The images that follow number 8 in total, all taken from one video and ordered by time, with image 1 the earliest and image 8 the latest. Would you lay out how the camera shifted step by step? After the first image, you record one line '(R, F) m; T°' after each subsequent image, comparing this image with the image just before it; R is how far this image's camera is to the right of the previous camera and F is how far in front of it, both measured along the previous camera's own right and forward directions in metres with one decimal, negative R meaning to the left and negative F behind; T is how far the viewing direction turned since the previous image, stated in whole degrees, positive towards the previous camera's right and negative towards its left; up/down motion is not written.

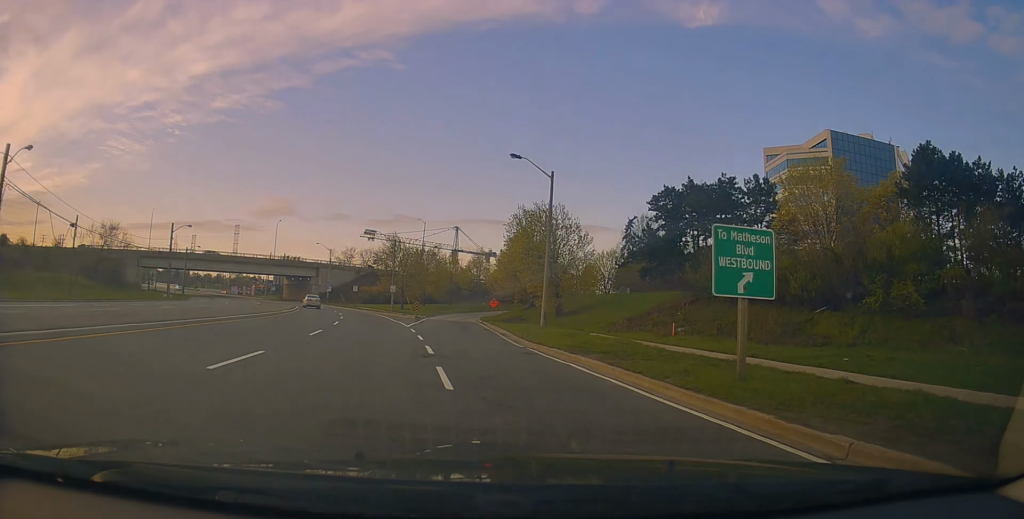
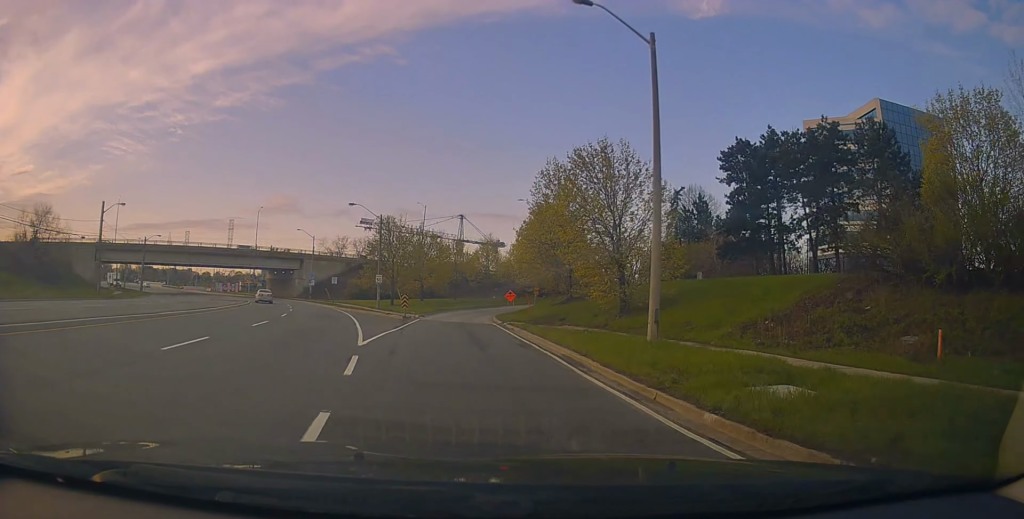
(+0.3, +16.7) m; 0°
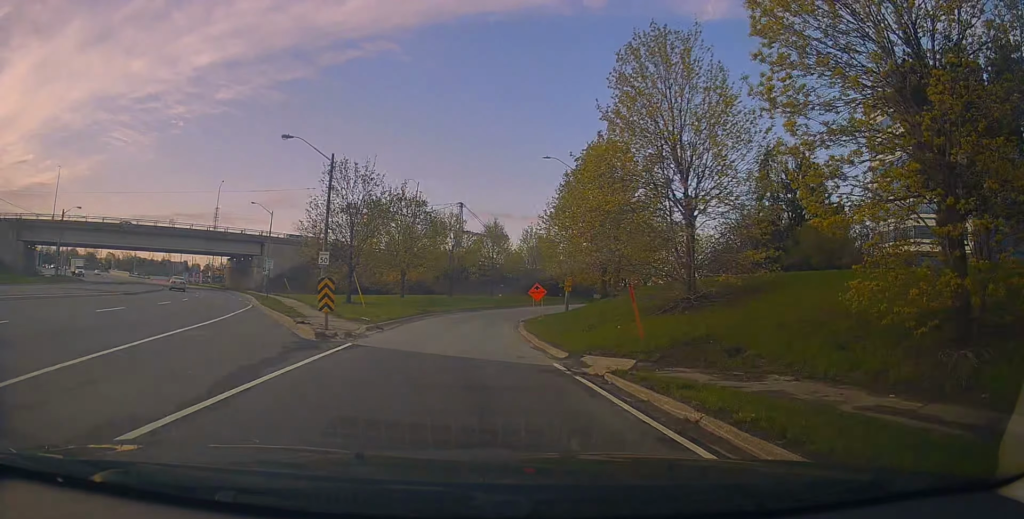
(-0.3, +21.6) m; 0°
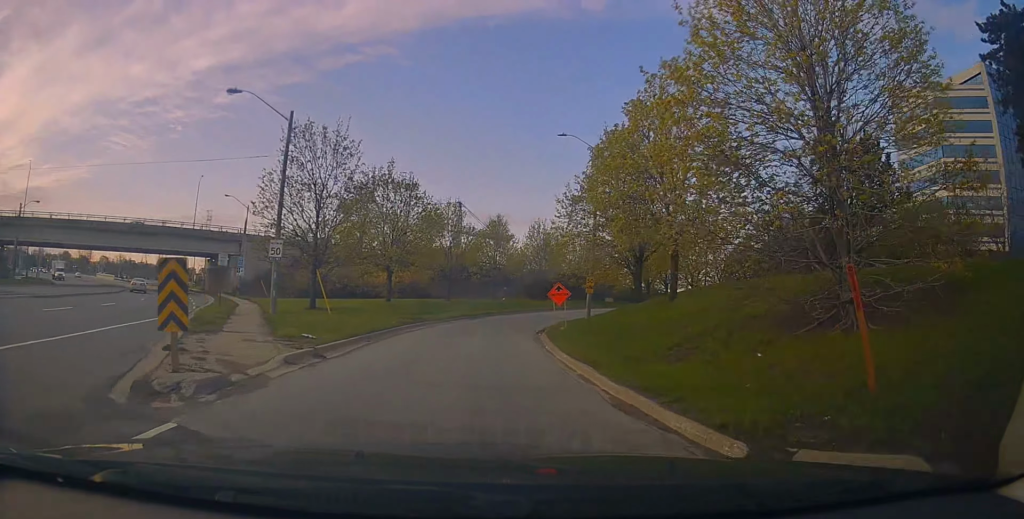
(+0.2, +8.4) m; +1°
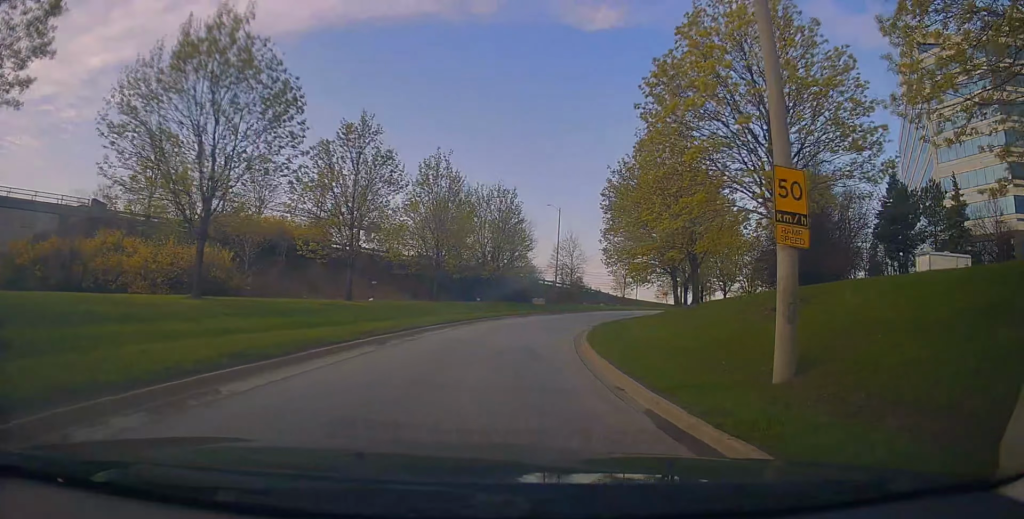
(+1.6, +34.2) m; +9°
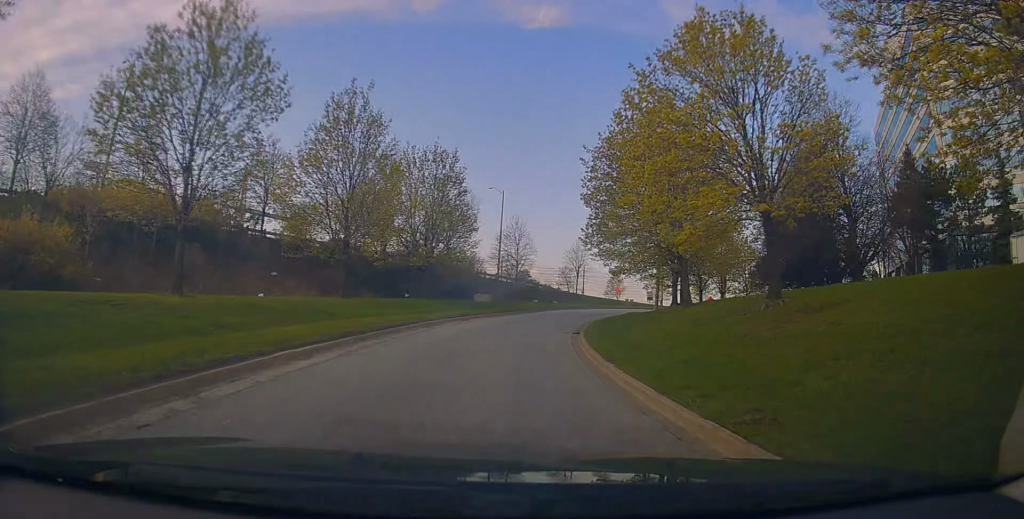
(+0.5, +12.2) m; +5°
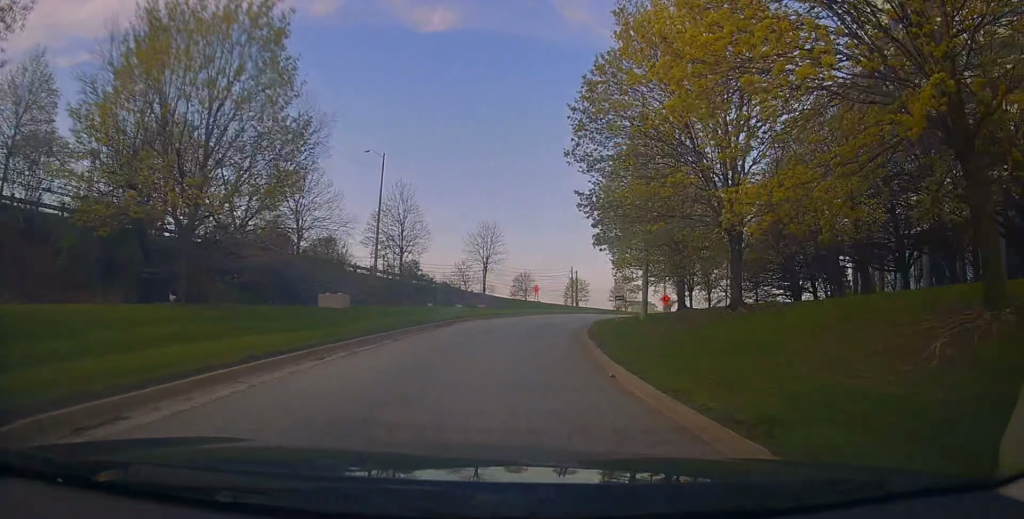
(+1.8, +20.9) m; +10°
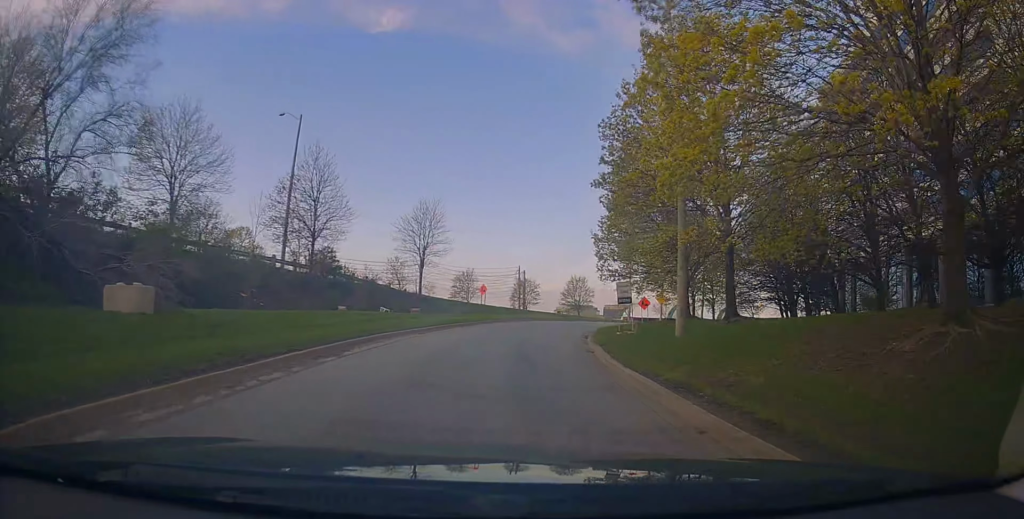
(+0.5, +11.9) m; +6°
